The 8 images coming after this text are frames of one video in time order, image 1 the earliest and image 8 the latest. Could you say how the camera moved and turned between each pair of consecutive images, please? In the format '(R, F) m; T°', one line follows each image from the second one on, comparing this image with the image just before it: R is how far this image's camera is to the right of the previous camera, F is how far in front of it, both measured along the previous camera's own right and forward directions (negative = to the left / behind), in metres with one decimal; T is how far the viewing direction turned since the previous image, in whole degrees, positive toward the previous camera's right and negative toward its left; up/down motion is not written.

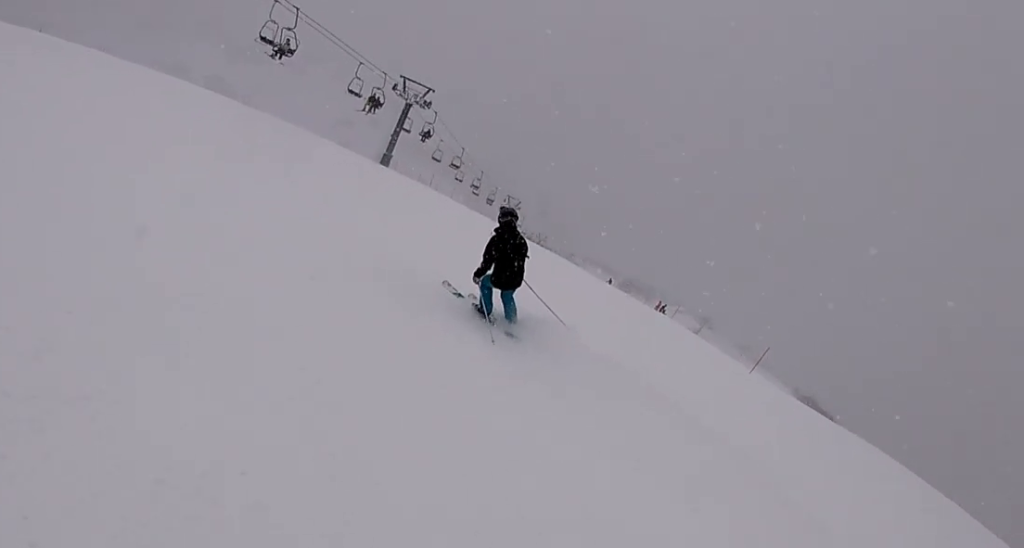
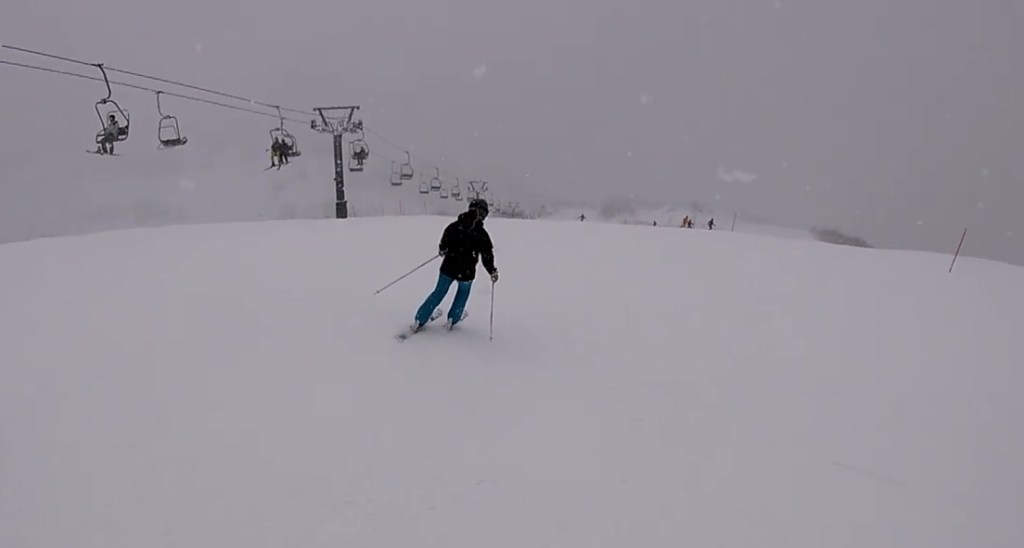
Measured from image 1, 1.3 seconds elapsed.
(-1.0, +10.9) m; +8°
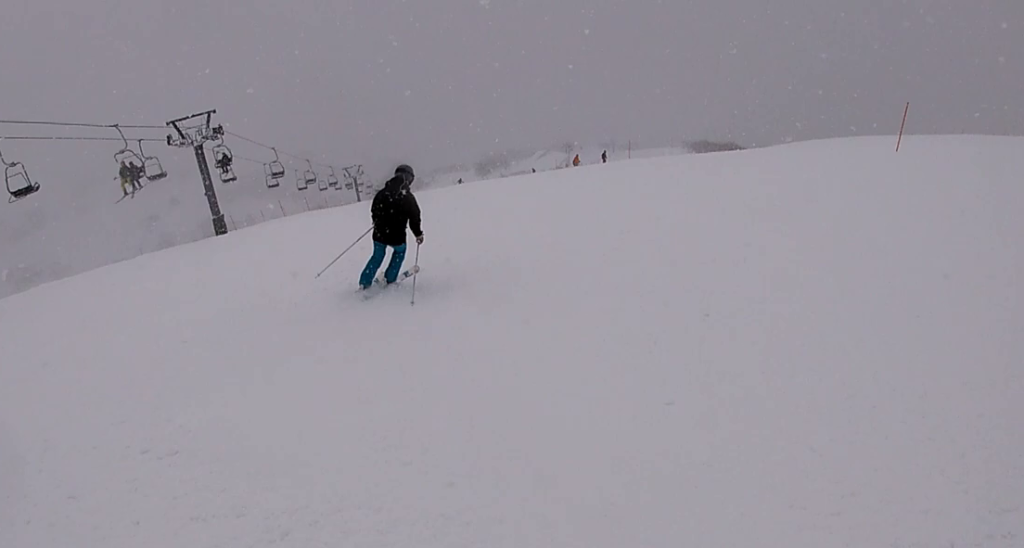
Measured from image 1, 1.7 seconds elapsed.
(+0.1, +3.2) m; +10°
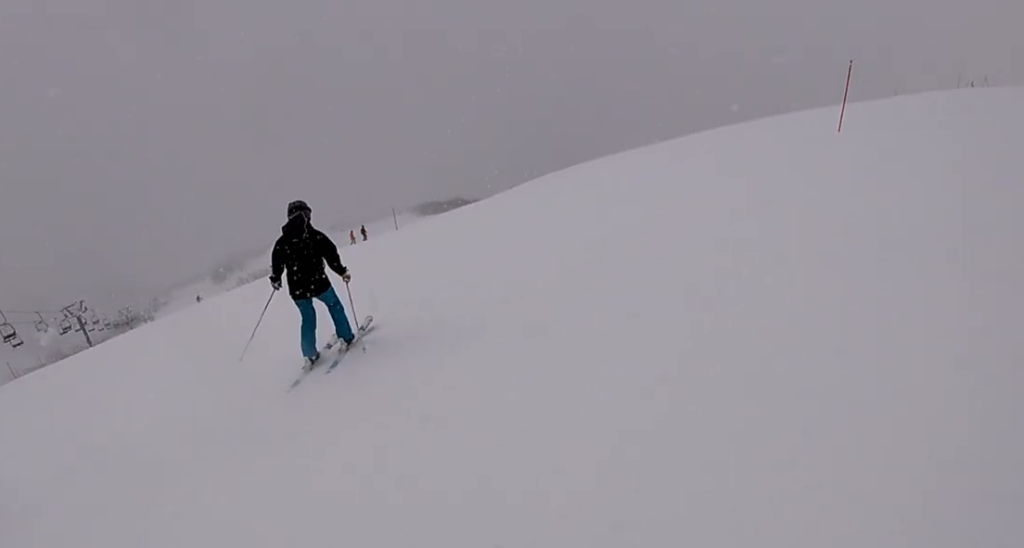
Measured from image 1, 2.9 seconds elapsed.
(+2.3, +9.3) m; +19°
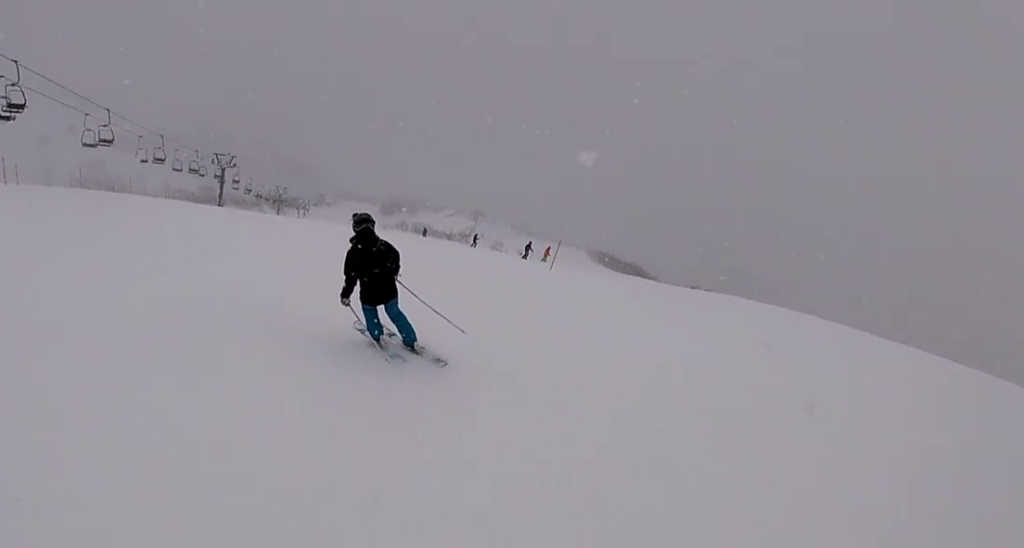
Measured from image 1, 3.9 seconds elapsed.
(+0.1, +8.4) m; -14°
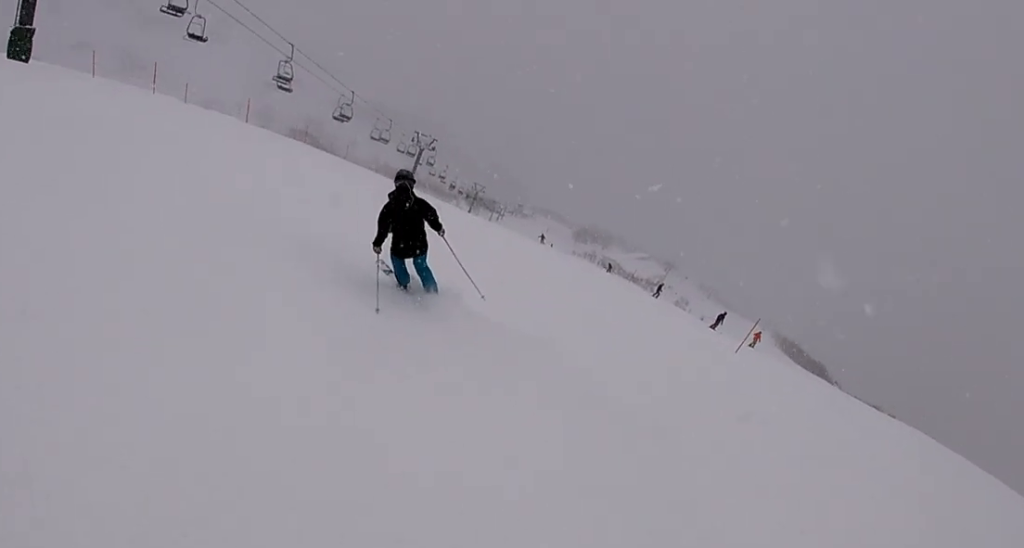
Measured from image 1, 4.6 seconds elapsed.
(-1.2, +4.6) m; -15°
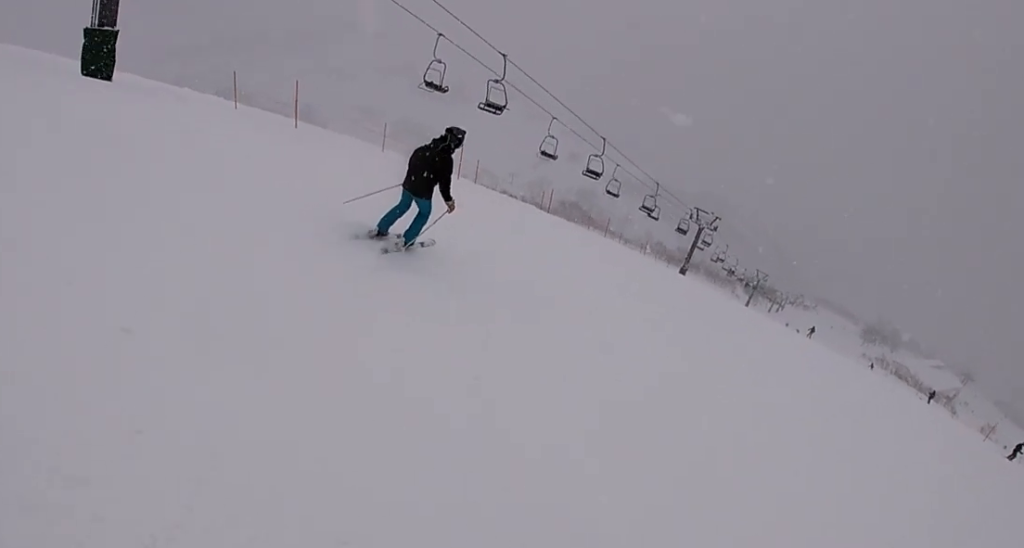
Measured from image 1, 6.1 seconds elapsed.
(-2.7, +11.6) m; -8°
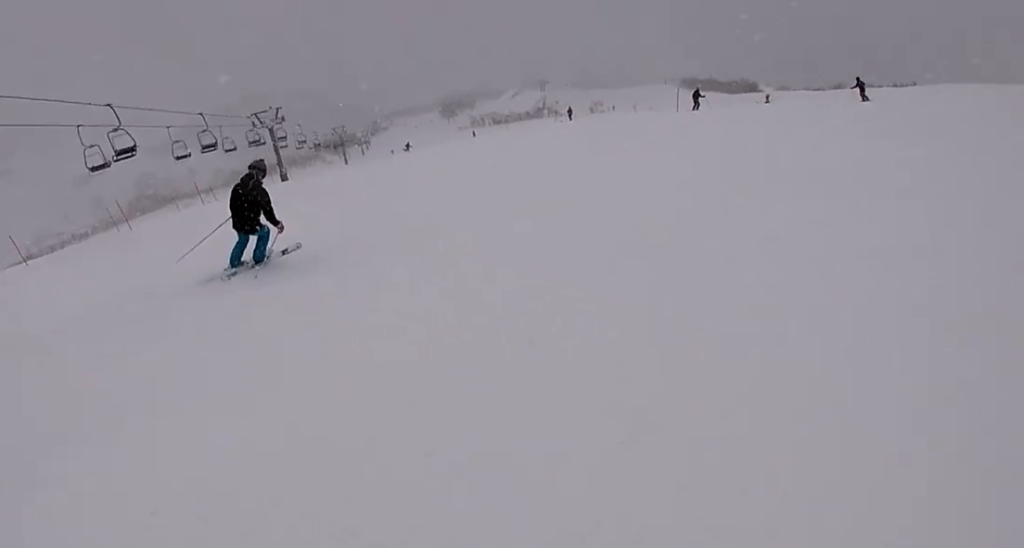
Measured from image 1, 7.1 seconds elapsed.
(+1.4, +7.8) m; +20°
